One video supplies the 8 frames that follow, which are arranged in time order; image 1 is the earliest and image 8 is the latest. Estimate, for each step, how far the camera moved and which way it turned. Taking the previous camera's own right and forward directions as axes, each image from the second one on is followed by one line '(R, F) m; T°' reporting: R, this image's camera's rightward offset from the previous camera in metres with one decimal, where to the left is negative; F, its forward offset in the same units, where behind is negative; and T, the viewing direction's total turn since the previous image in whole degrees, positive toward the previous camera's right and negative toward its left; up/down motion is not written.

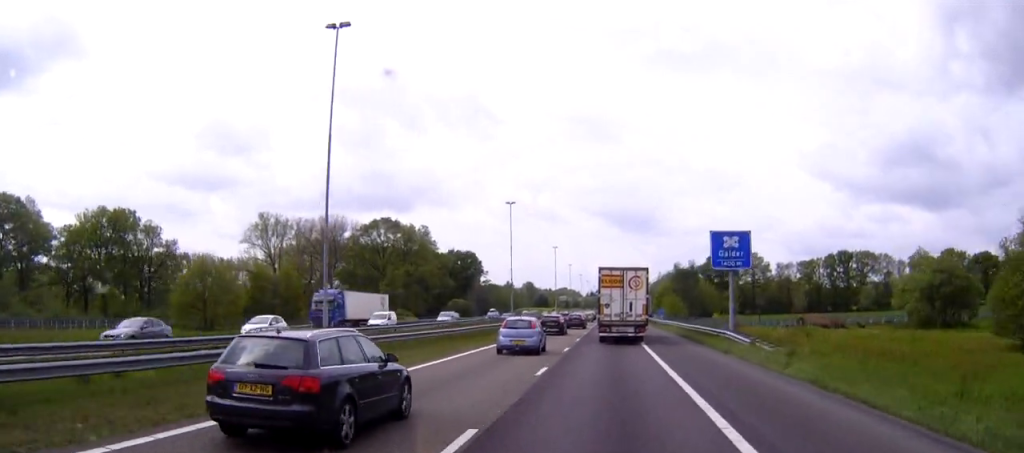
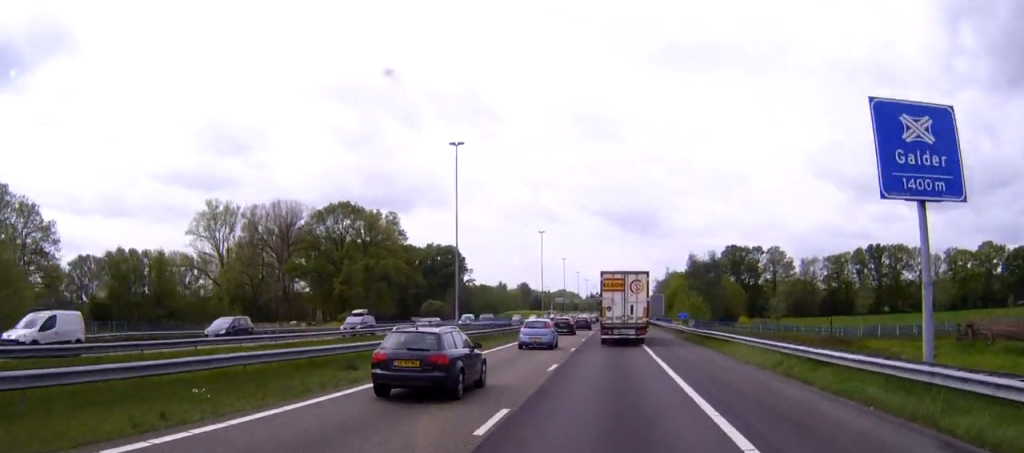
(0.0, +32.9) m; 0°
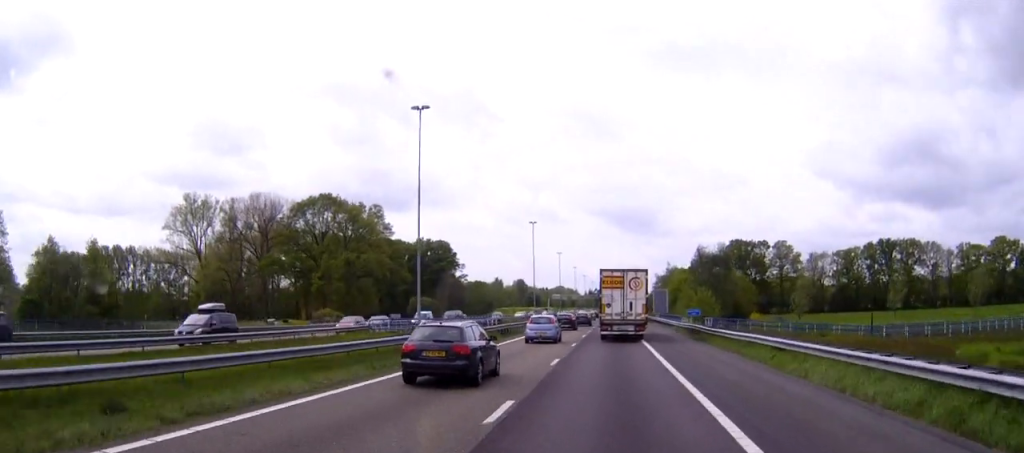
(0.0, +11.3) m; 0°
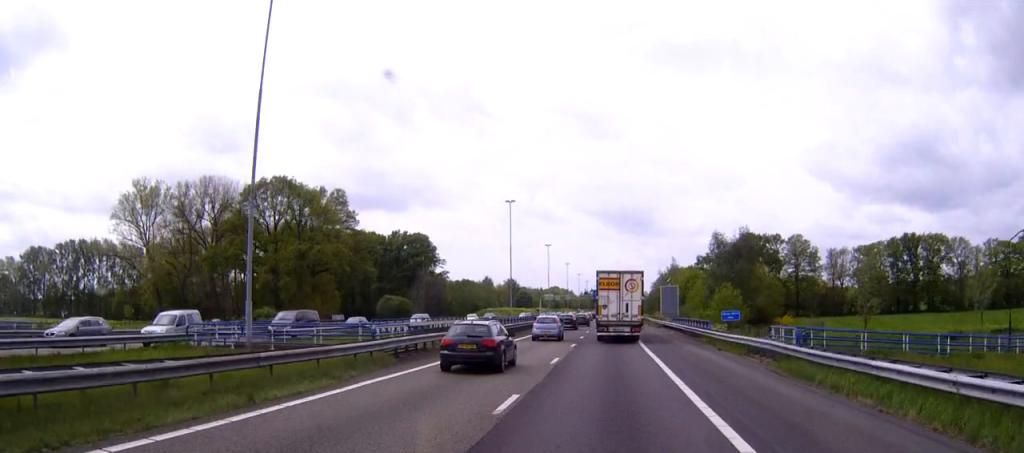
(0.0, +22.6) m; 0°
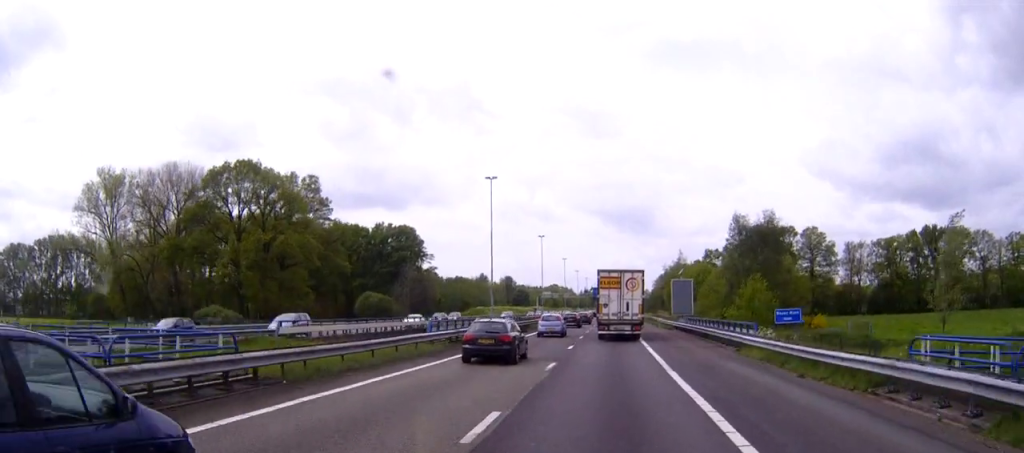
(0.0, +14.8) m; 0°
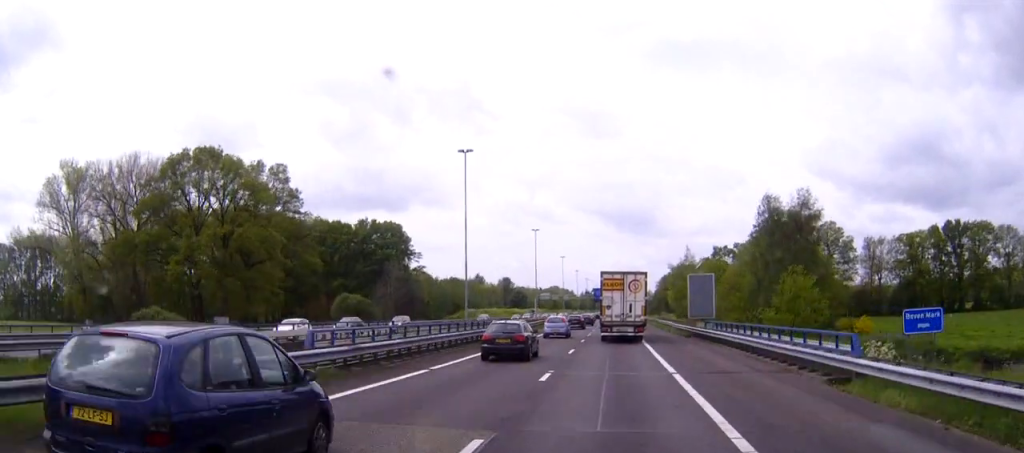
(0.0, +14.1) m; 0°
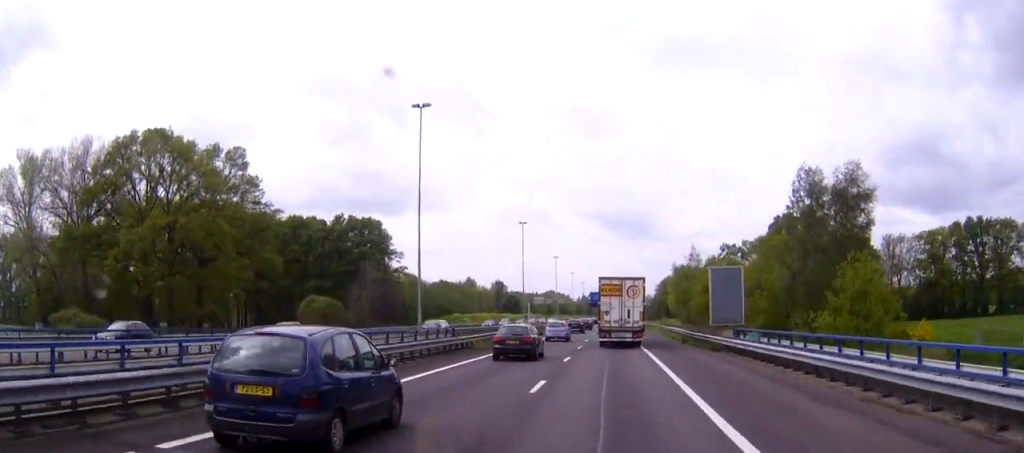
(0.0, +14.1) m; 0°
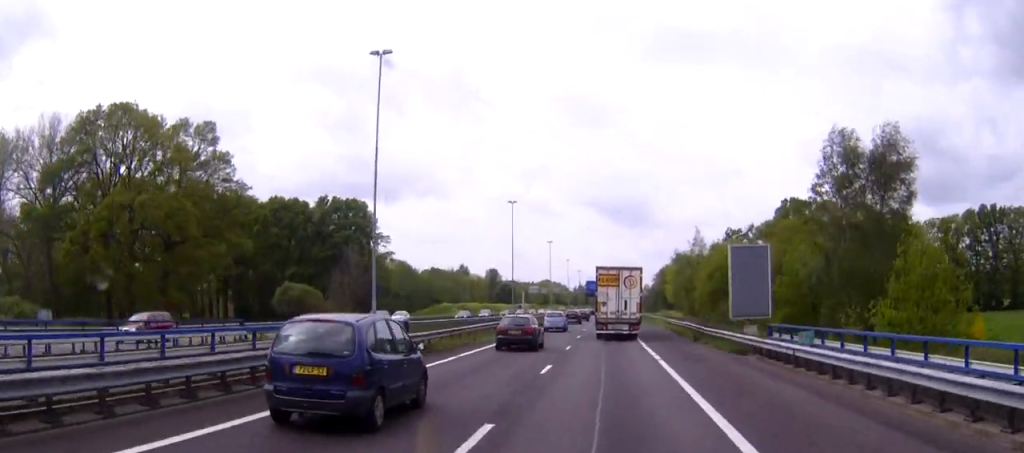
(0.0, +8.5) m; 0°
